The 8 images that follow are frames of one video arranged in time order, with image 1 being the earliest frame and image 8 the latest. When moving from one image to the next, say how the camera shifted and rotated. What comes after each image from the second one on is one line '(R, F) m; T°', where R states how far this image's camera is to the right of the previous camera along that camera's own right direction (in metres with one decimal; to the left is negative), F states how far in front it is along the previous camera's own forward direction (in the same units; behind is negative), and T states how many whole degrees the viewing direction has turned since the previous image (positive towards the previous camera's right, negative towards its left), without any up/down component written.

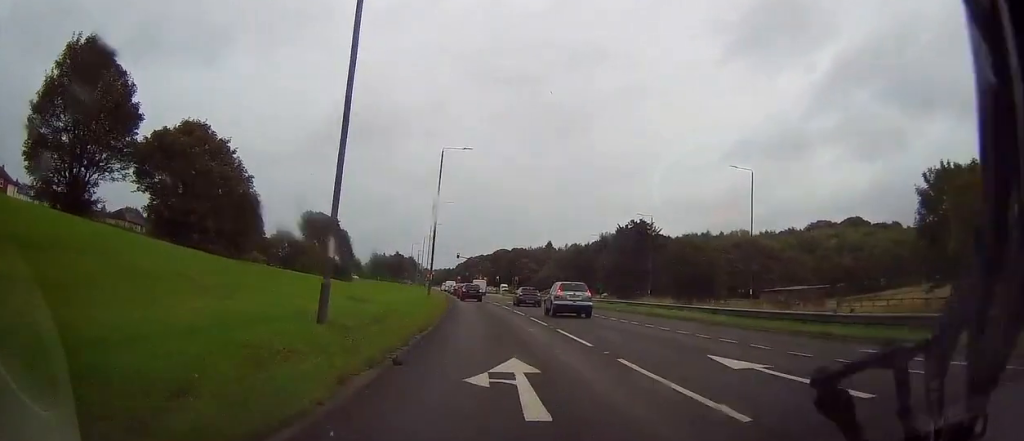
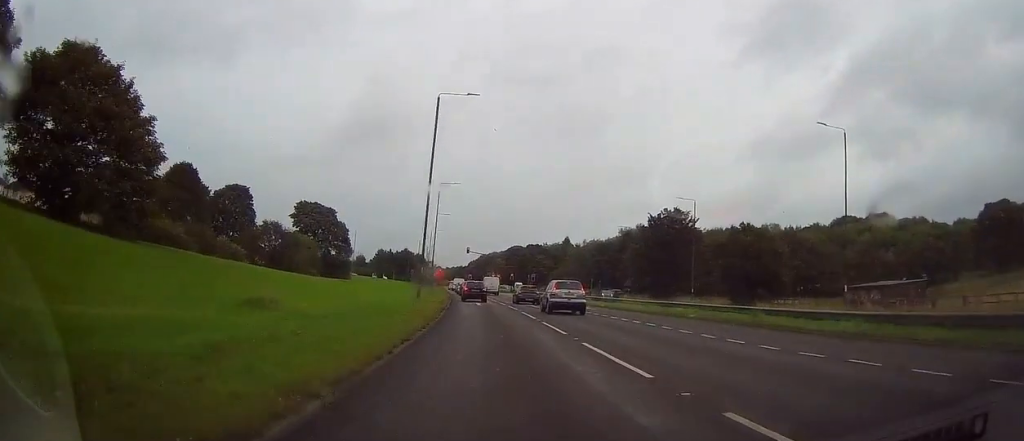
(-0.9, +15.2) m; -4°
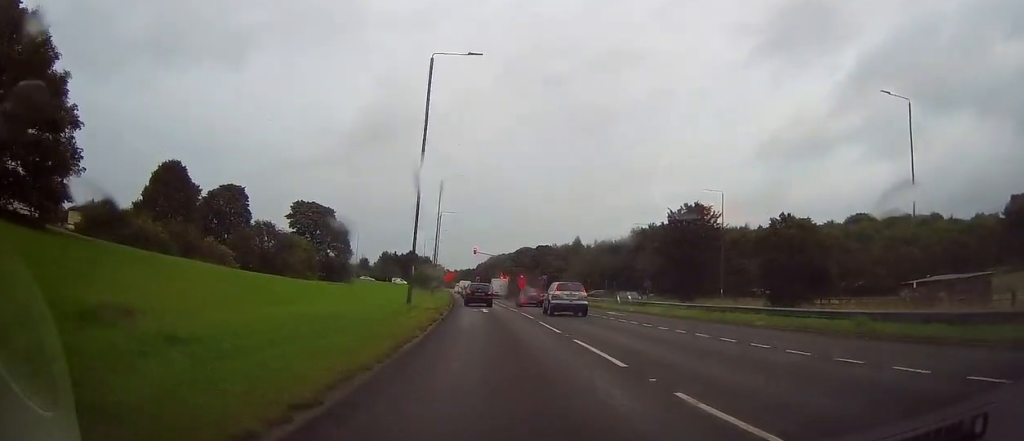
(0.0, +7.8) m; 0°
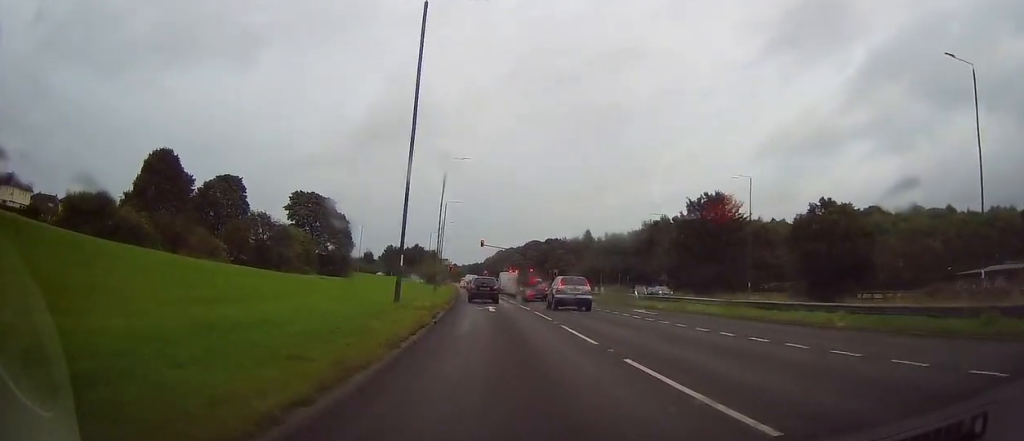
(-0.1, +6.2) m; +1°
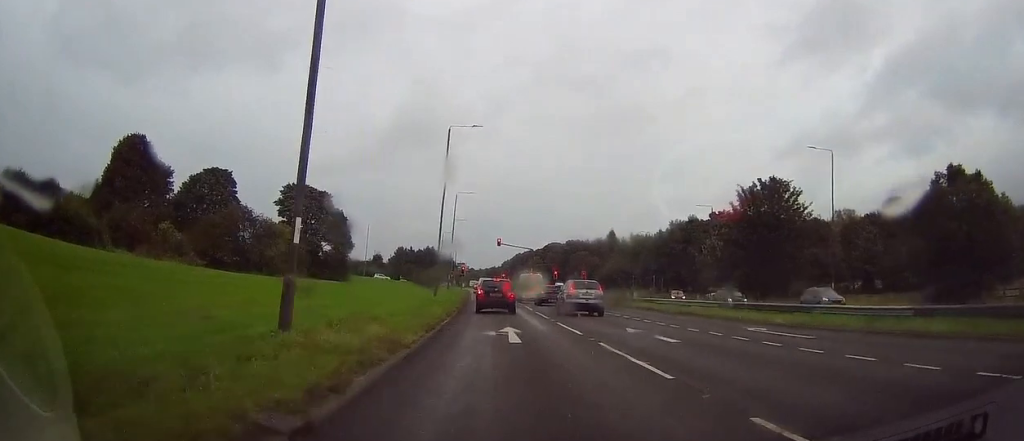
(-0.3, +15.4) m; -3°
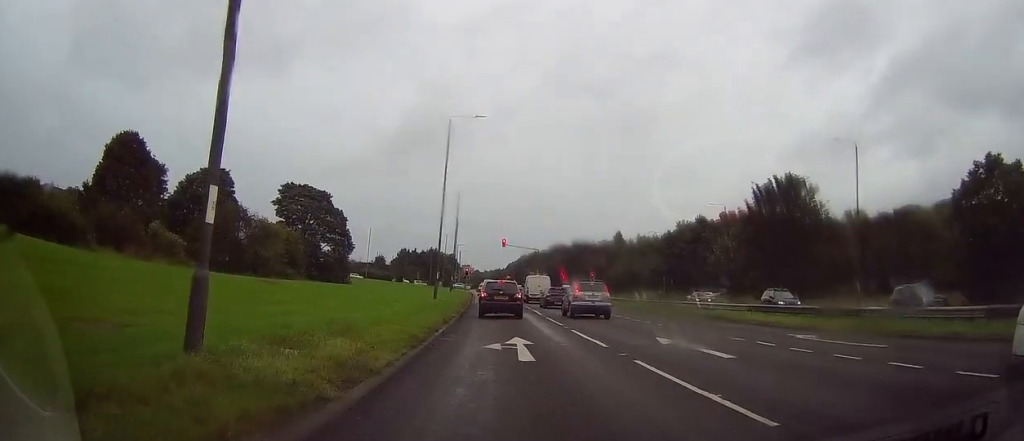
(-0.1, +3.7) m; 0°
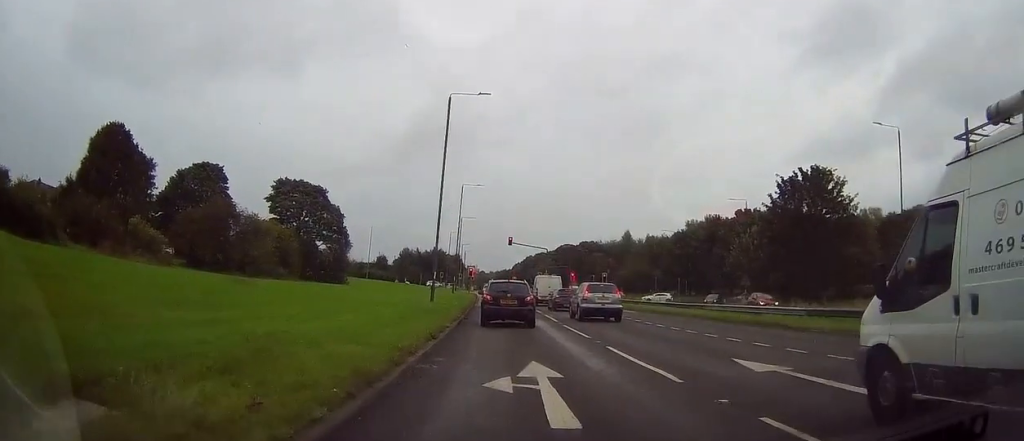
(+0.3, +5.9) m; +1°
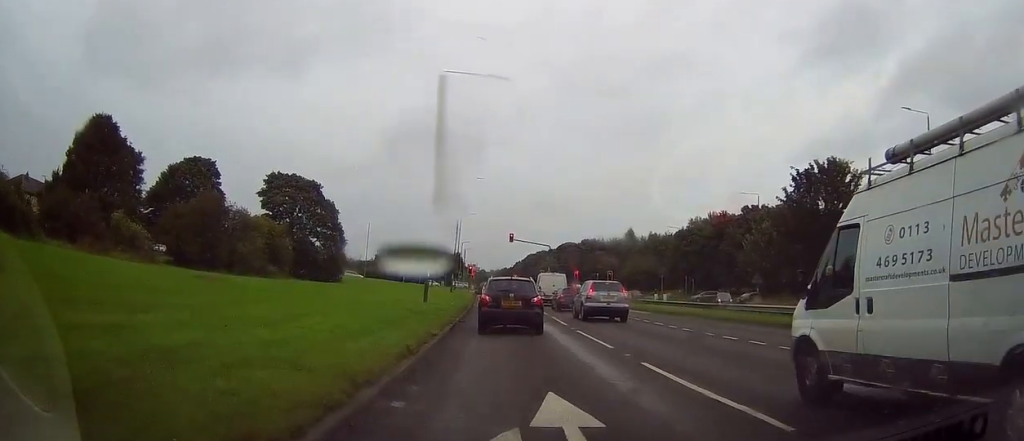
(-0.1, +3.9) m; -2°
